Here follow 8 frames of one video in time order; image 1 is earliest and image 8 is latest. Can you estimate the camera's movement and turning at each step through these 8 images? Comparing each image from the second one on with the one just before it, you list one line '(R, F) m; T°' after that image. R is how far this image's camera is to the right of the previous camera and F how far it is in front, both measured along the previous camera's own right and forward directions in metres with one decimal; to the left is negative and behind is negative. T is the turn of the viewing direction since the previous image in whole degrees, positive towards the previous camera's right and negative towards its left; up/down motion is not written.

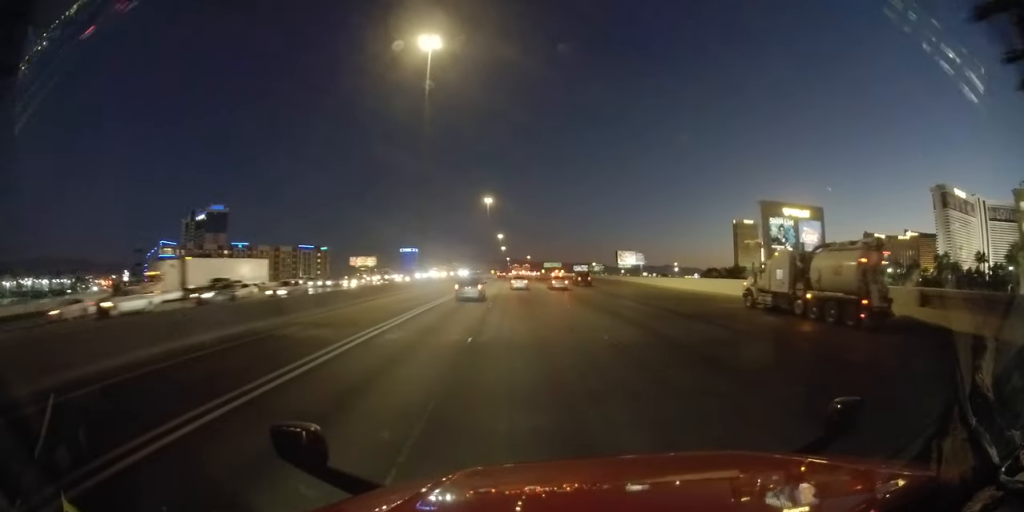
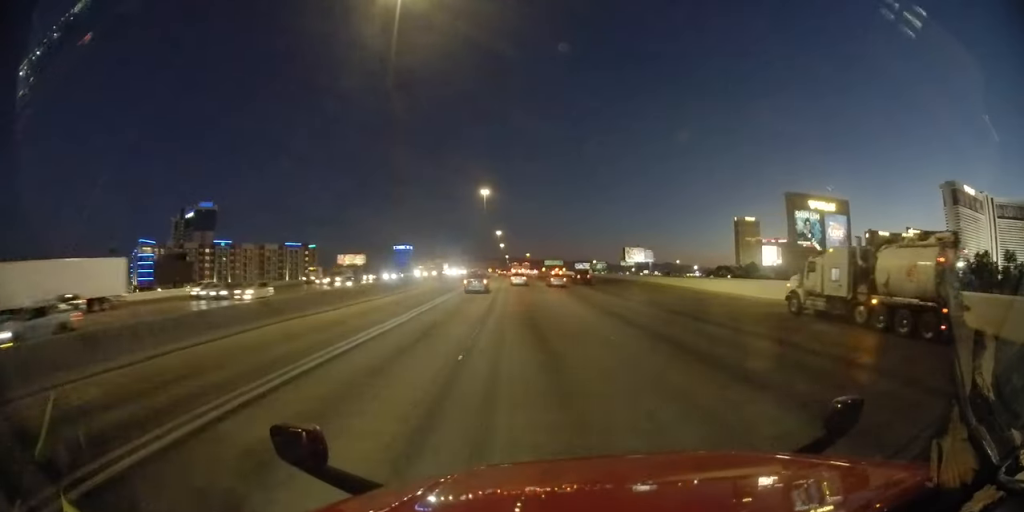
(+0.1, +15.0) m; 0°
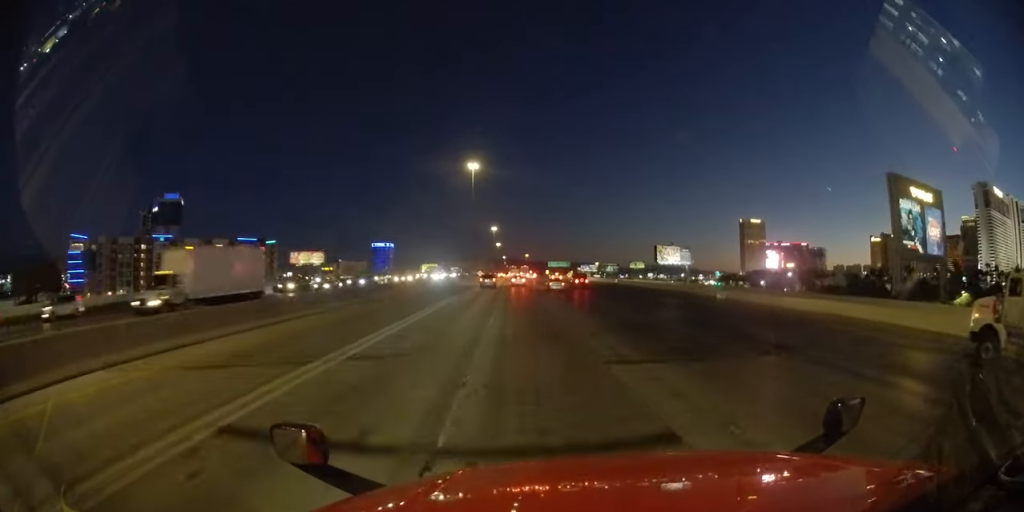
(+0.1, +44.5) m; +1°
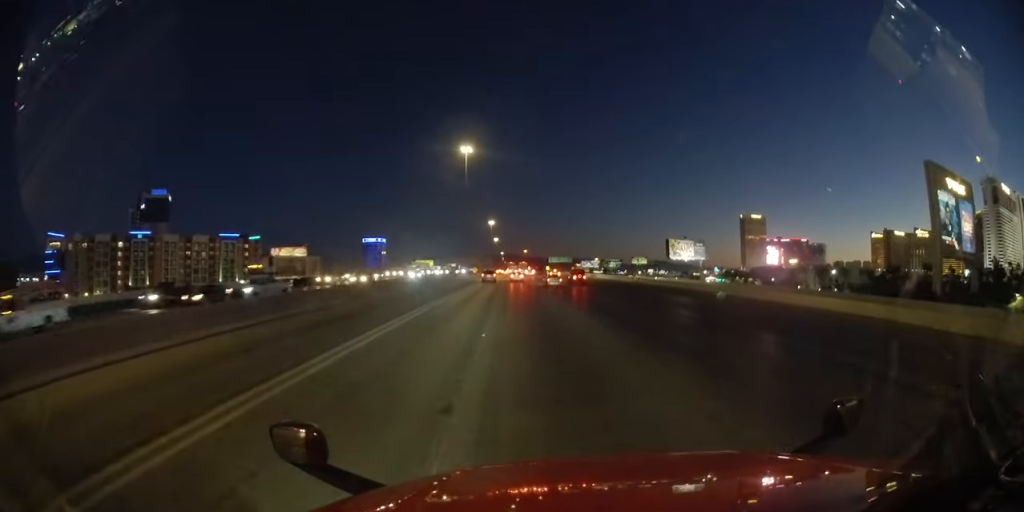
(+0.1, +13.3) m; 0°
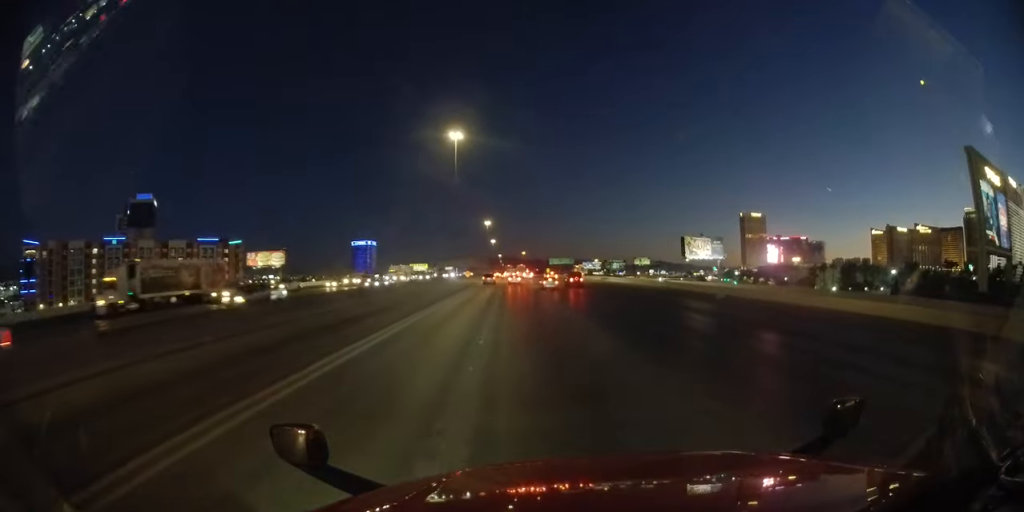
(0.0, +14.1) m; 0°
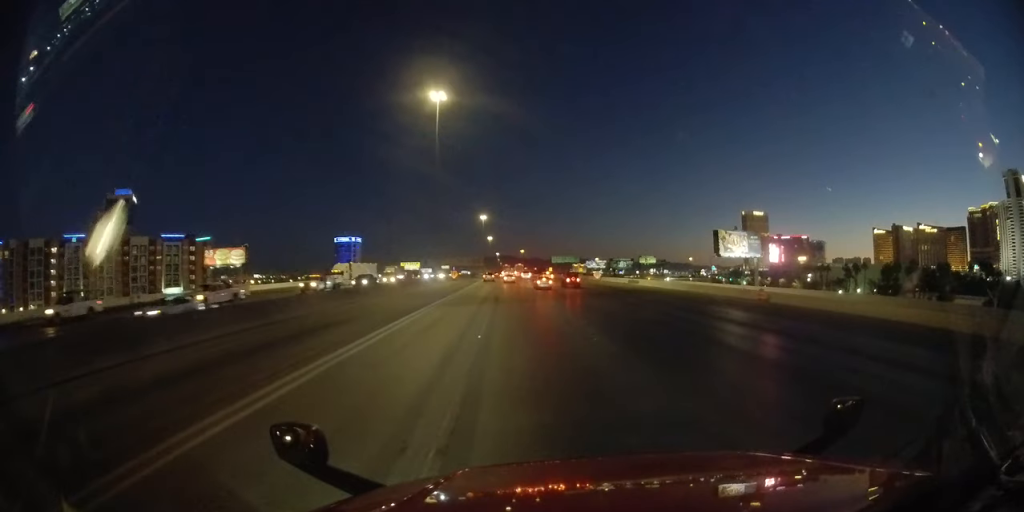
(+0.1, +21.8) m; -1°
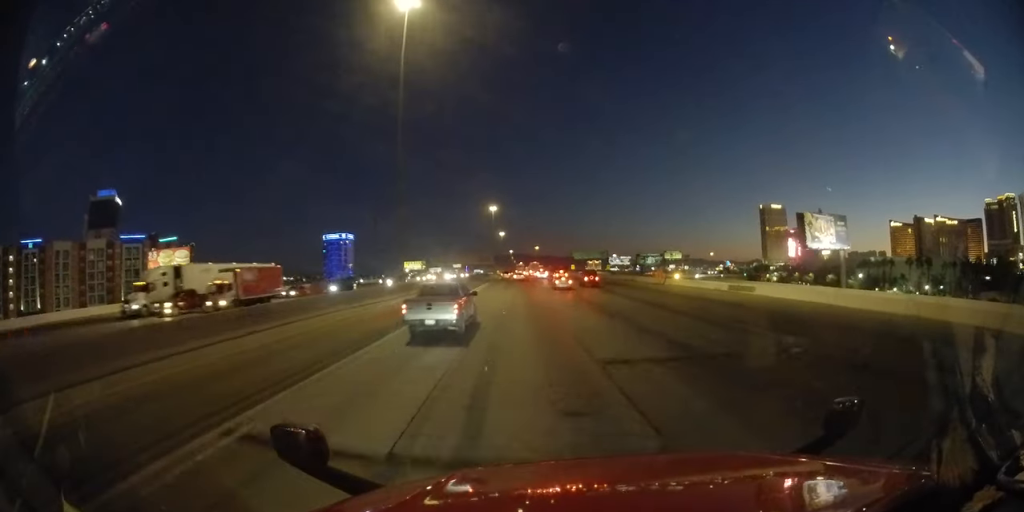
(-1.0, +28.6) m; -3°
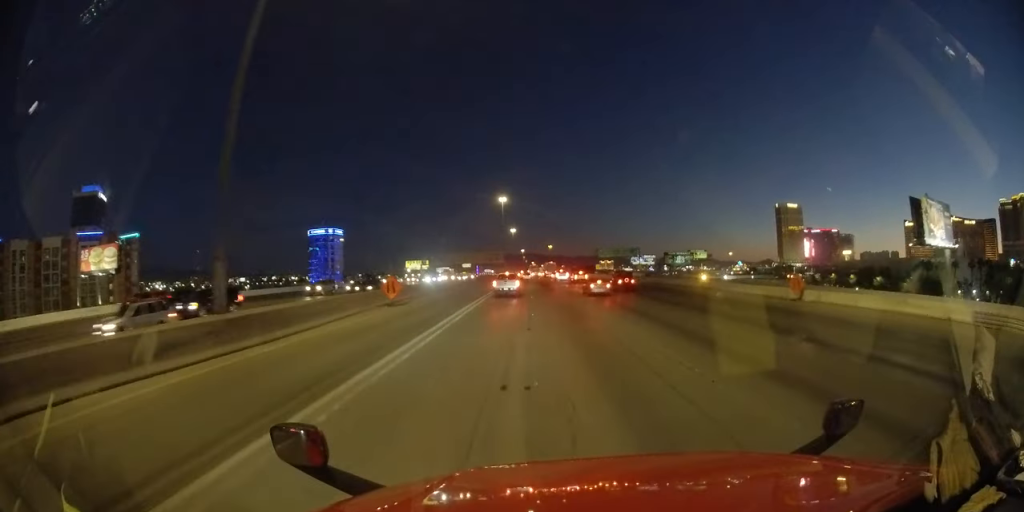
(0.0, +25.3) m; 0°
